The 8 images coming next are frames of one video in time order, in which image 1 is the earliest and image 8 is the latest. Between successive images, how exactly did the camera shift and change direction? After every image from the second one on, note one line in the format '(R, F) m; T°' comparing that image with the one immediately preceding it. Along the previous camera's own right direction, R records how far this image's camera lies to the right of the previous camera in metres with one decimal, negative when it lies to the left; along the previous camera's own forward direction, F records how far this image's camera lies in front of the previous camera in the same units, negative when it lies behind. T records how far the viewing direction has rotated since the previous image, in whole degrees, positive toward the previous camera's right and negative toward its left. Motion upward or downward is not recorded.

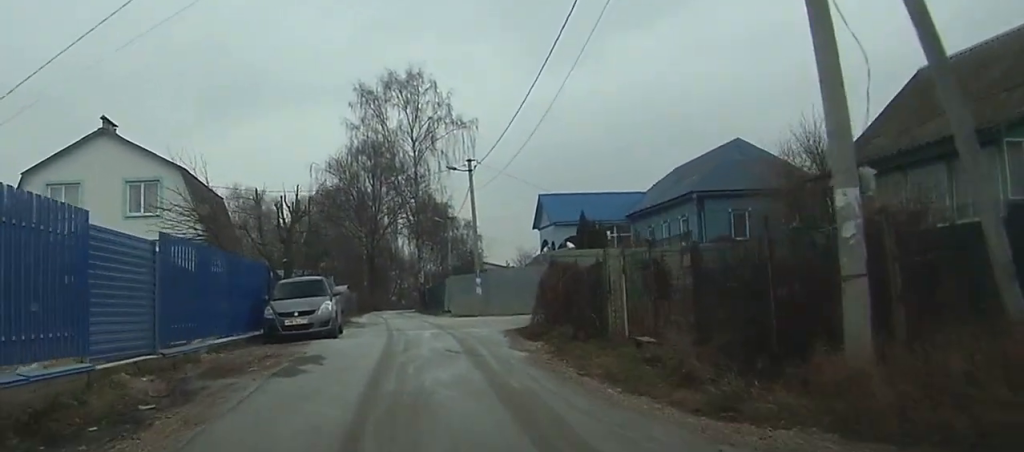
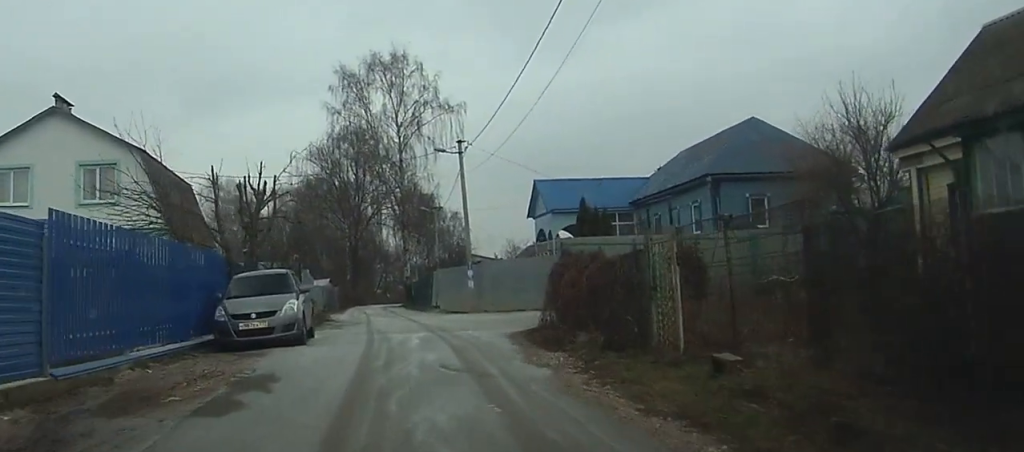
(0.0, +3.9) m; +2°
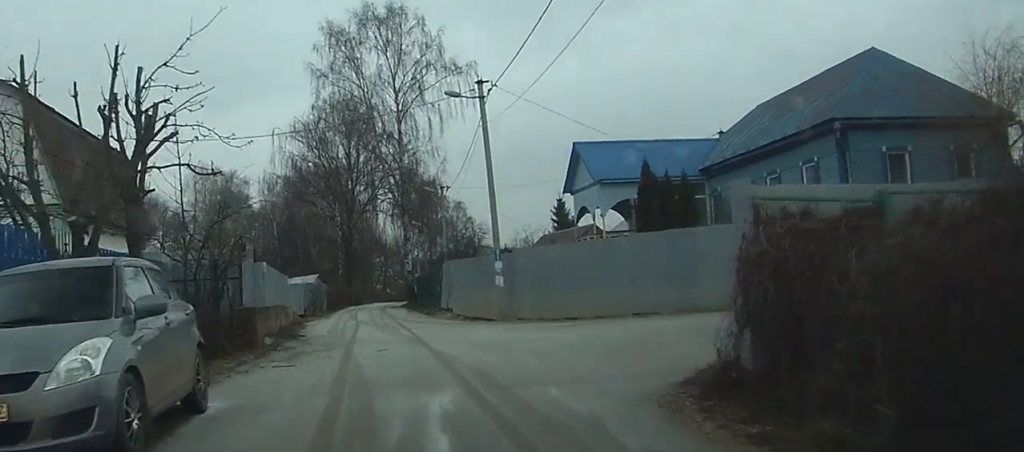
(+0.3, +10.5) m; +2°
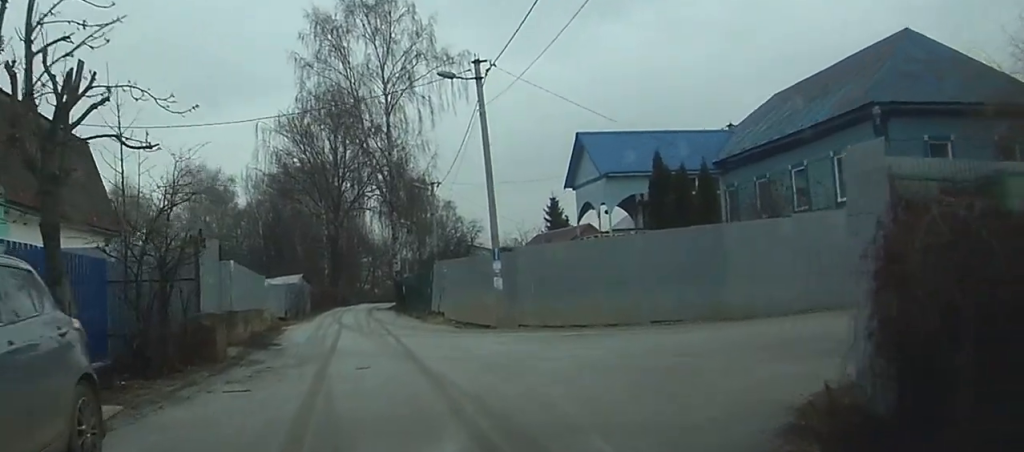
(0.0, +2.8) m; +1°
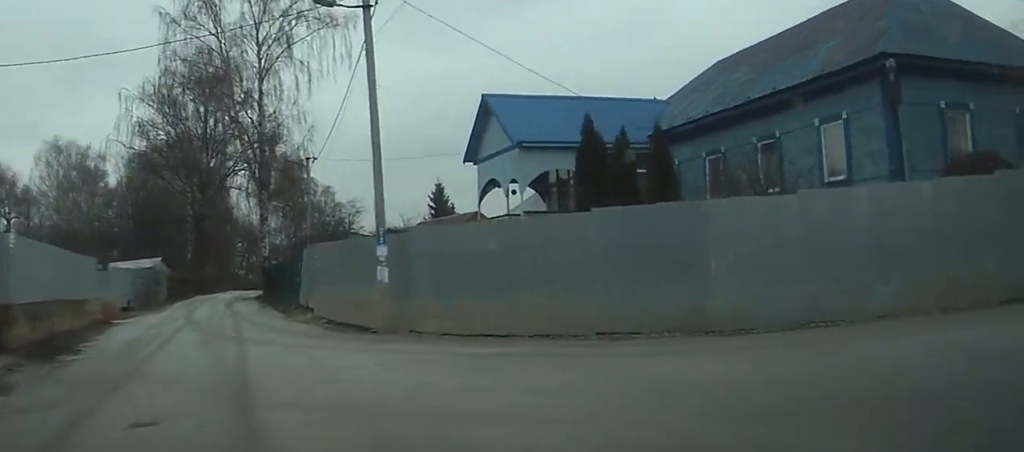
(+0.2, +6.2) m; +7°
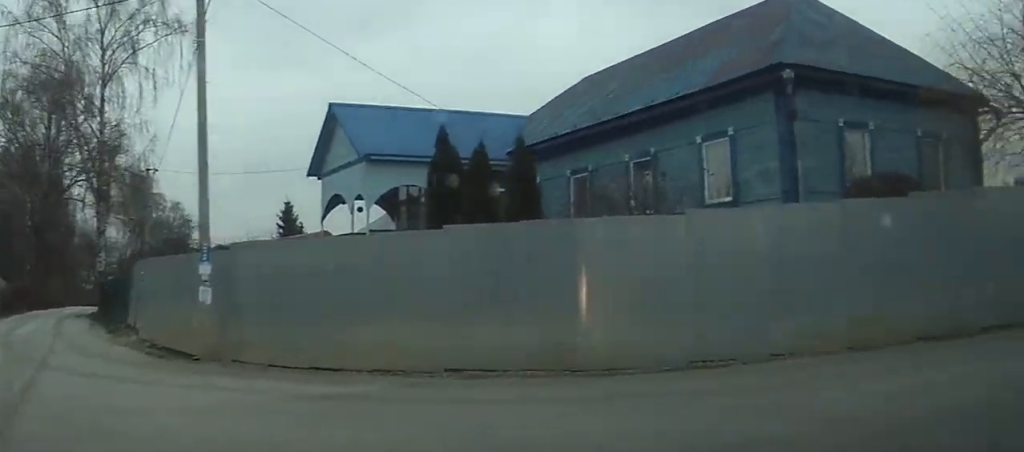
(-0.1, +2.4) m; +6°
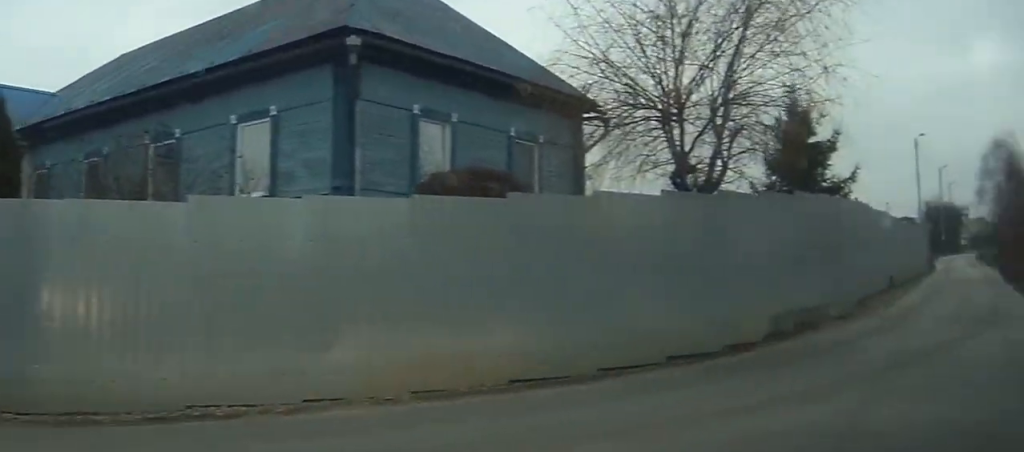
(+0.7, +4.0) m; +22°
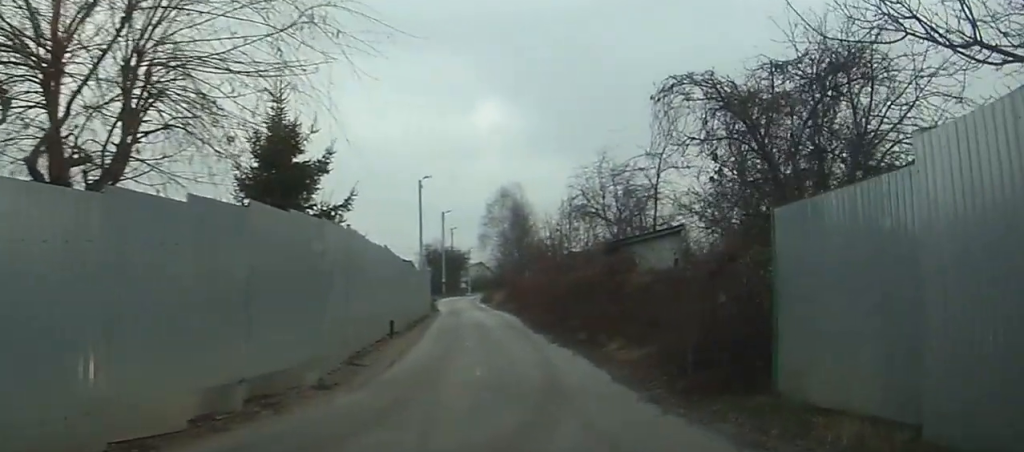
(+1.1, +4.5) m; +25°
